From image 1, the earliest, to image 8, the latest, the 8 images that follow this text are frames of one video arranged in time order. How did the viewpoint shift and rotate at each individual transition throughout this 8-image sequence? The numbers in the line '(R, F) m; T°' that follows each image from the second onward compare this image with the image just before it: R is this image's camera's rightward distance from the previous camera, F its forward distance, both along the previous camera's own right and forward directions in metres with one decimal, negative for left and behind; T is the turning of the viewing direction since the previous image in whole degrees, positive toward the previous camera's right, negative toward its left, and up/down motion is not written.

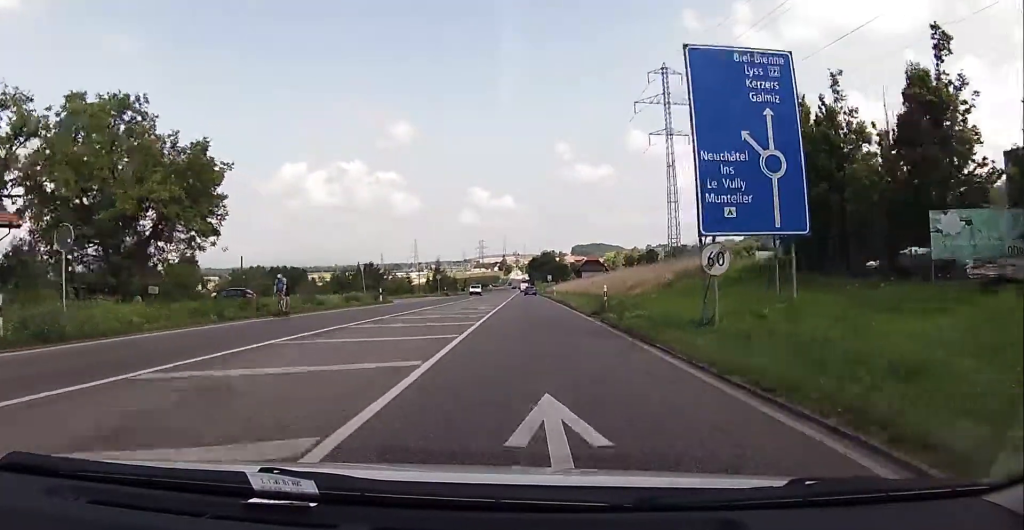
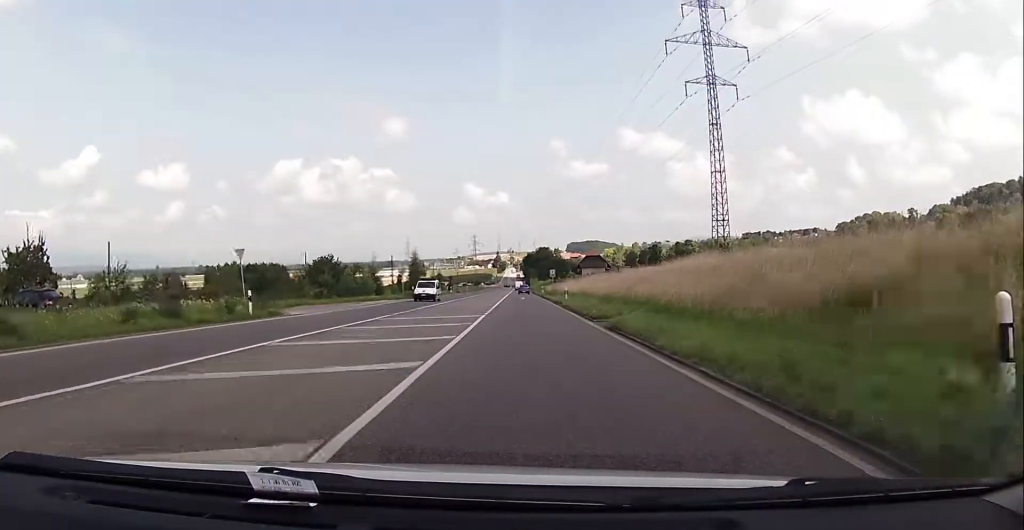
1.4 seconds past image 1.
(0.0, +22.8) m; 0°
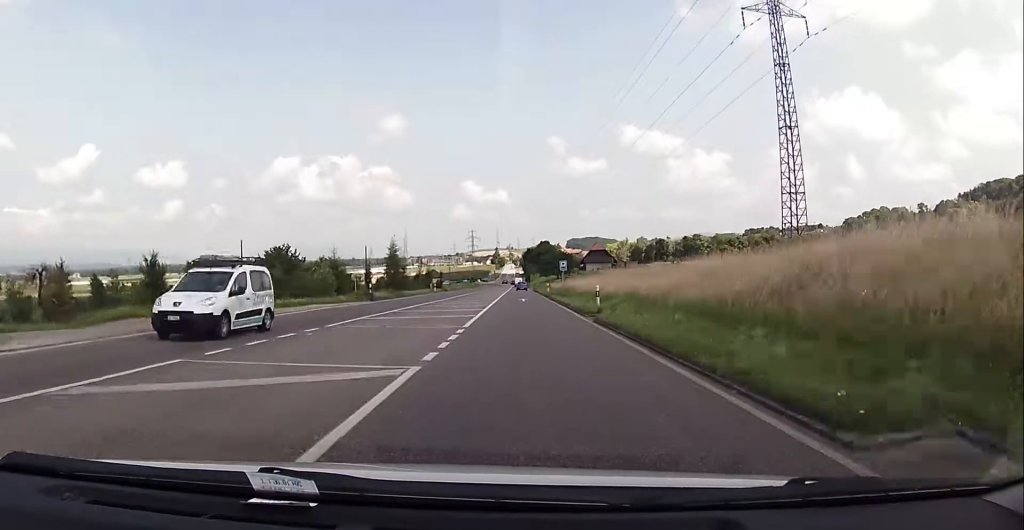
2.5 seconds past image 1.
(0.0, +18.3) m; 0°
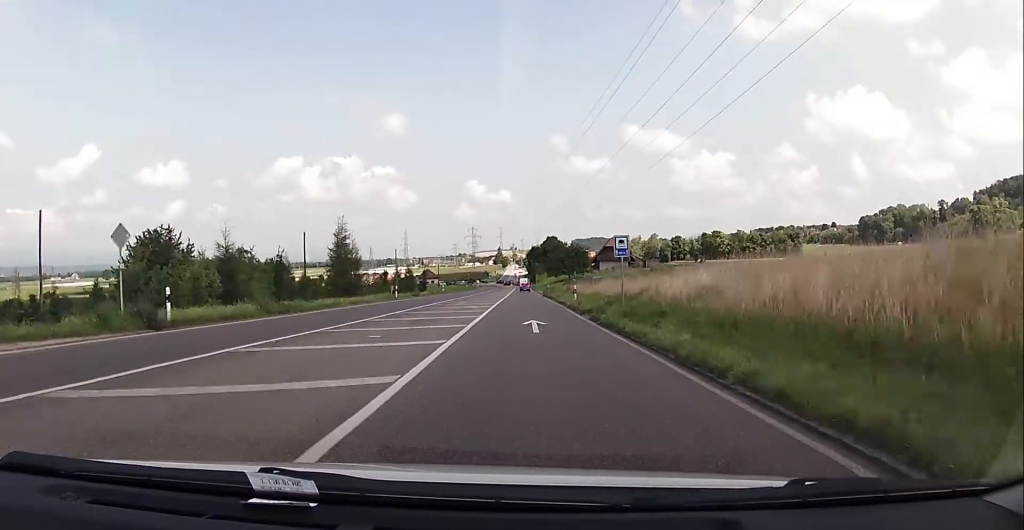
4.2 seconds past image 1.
(0.0, +28.4) m; 0°
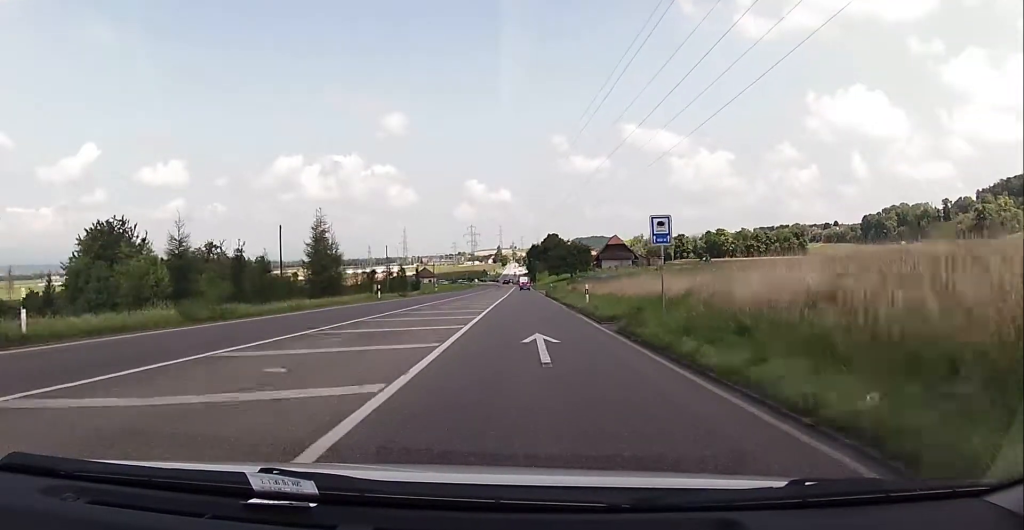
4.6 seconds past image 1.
(0.0, +6.7) m; 0°
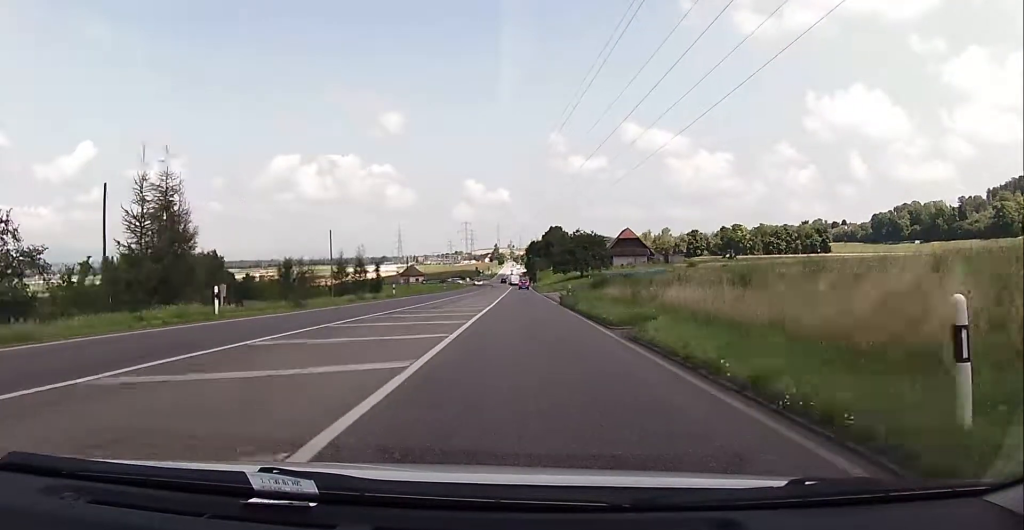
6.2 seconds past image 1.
(0.0, +26.7) m; 0°
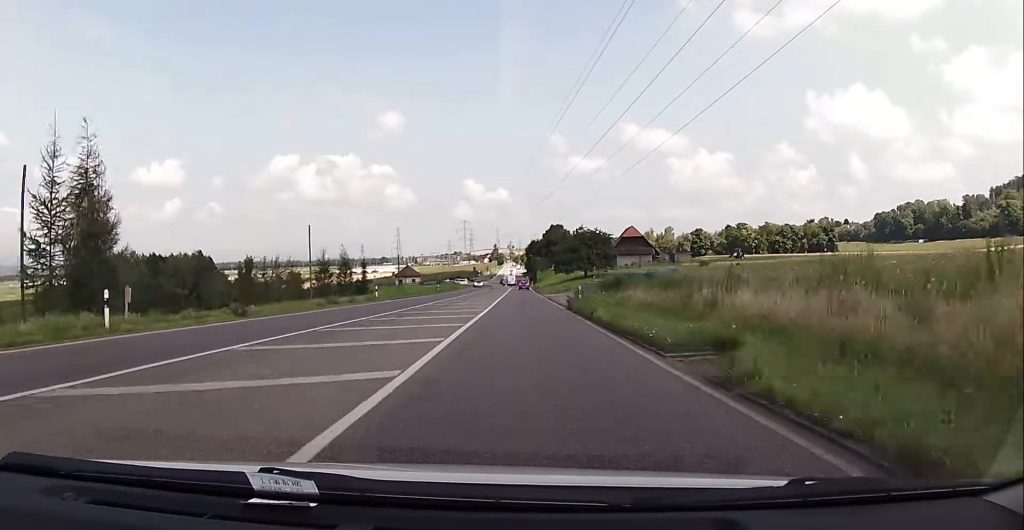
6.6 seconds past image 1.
(0.0, +6.7) m; 0°
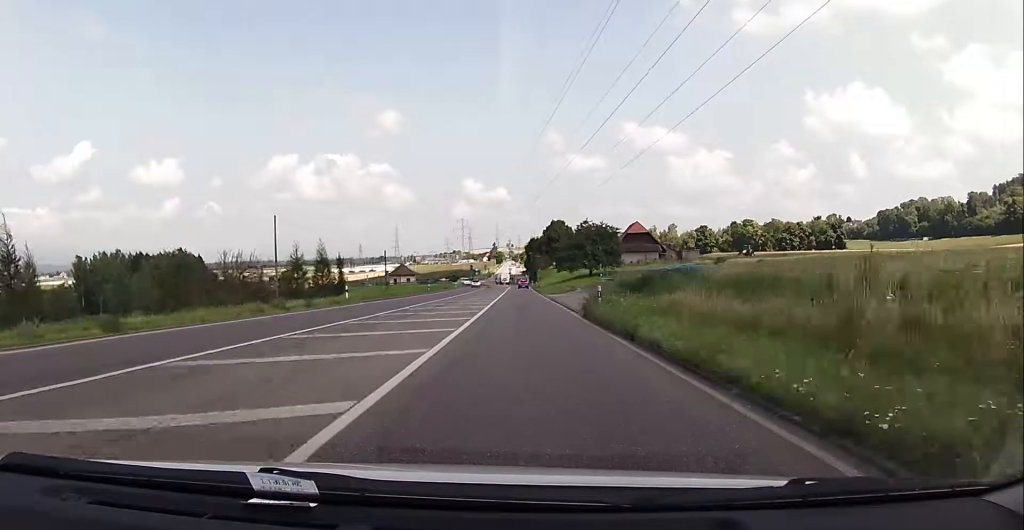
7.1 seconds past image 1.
(0.0, +8.4) m; 0°
